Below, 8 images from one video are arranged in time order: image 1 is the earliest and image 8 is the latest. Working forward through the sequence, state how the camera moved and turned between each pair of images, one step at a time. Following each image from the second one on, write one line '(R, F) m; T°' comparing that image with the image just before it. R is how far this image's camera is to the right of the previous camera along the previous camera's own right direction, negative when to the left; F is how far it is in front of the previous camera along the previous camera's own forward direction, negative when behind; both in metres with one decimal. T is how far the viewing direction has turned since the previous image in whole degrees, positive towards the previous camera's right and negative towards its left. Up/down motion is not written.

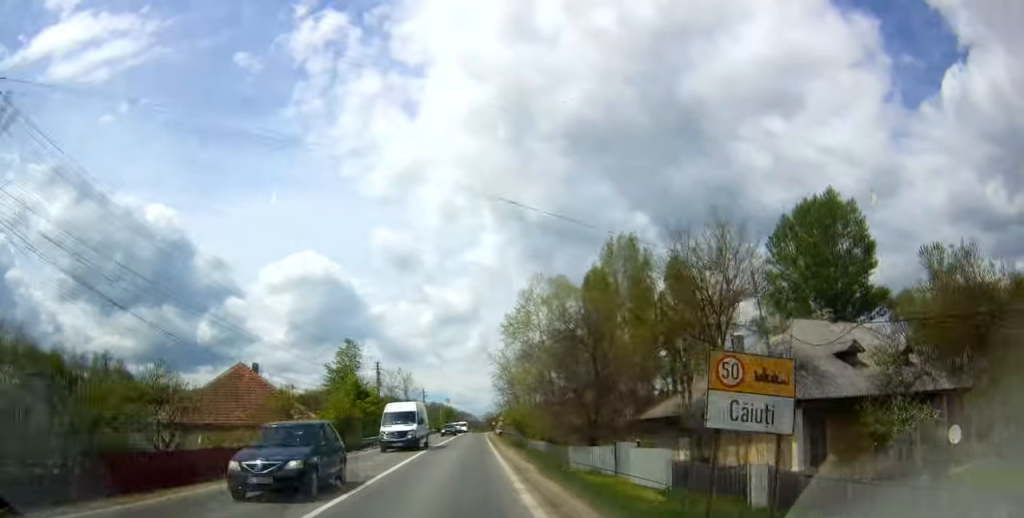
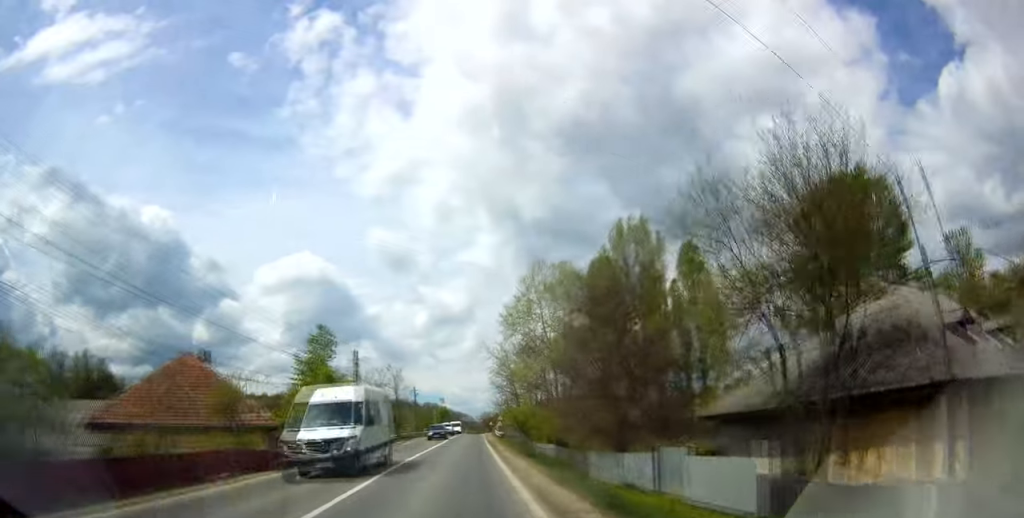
(+0.3, +8.6) m; +2°
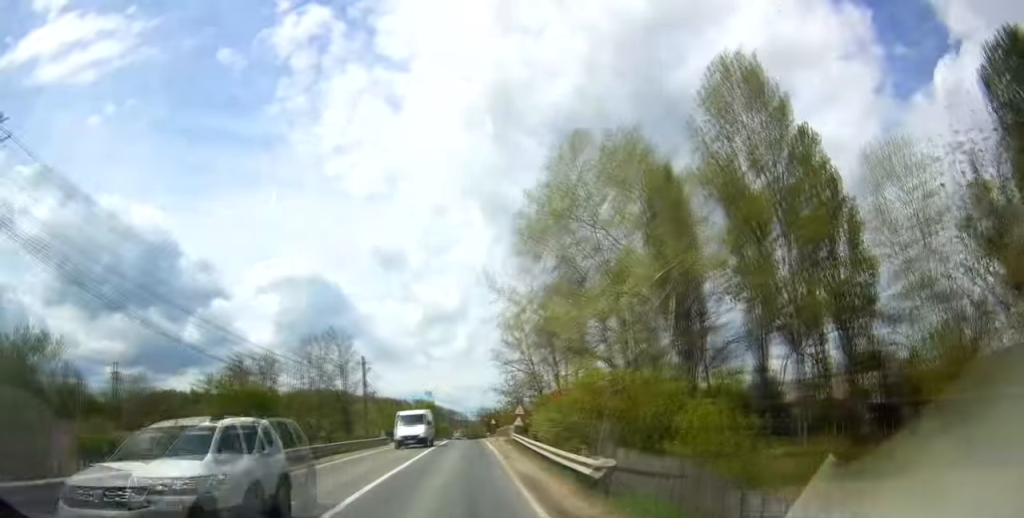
(+1.0, +38.3) m; +3°
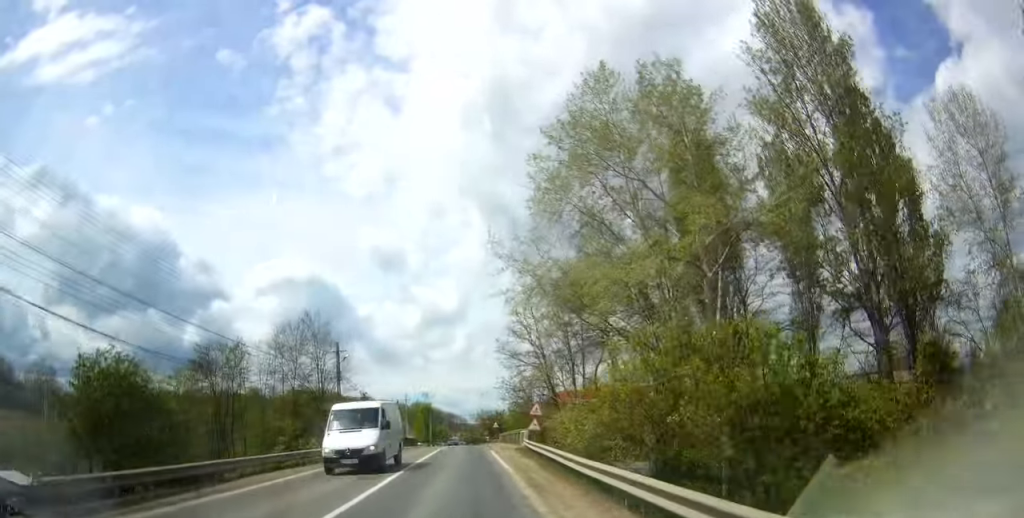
(+0.1, +10.1) m; +1°
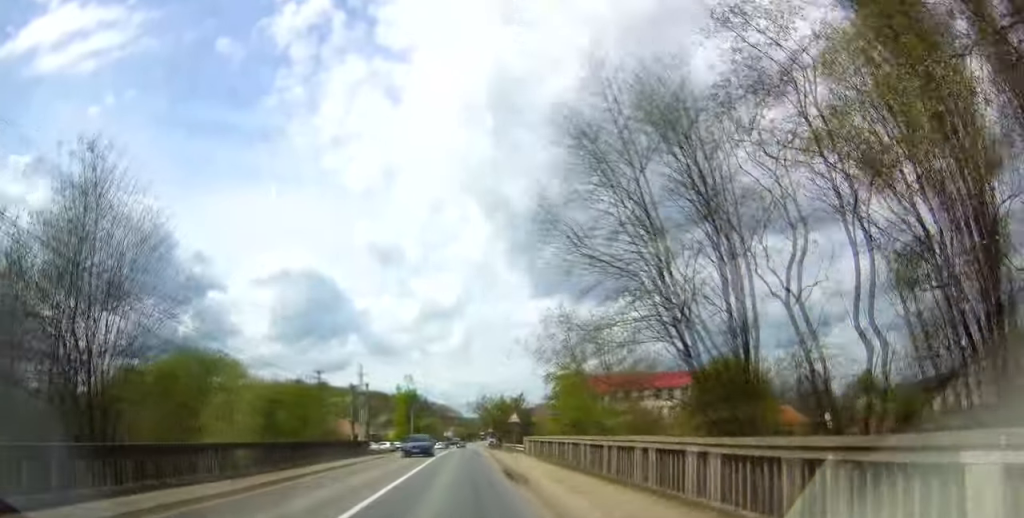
(+0.3, +34.1) m; +1°
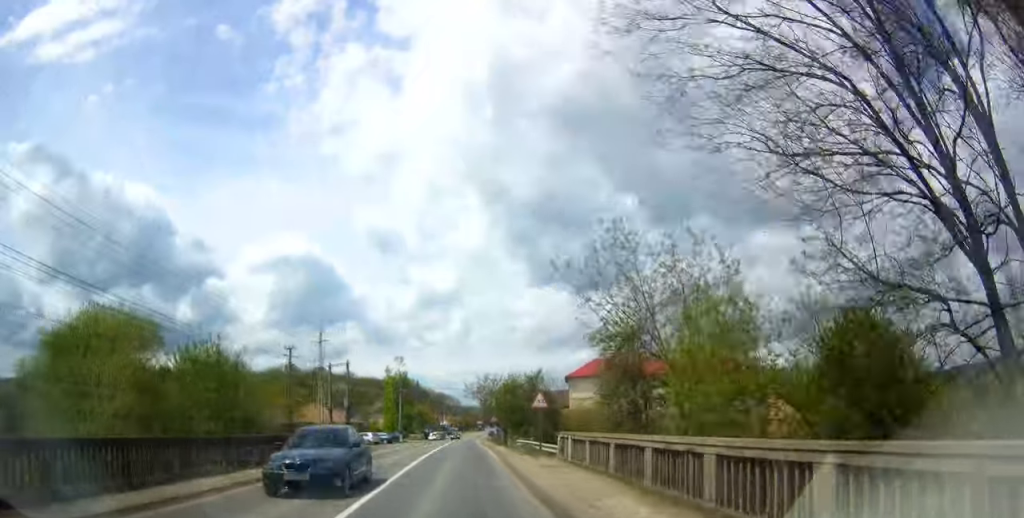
(0.0, +14.1) m; 0°
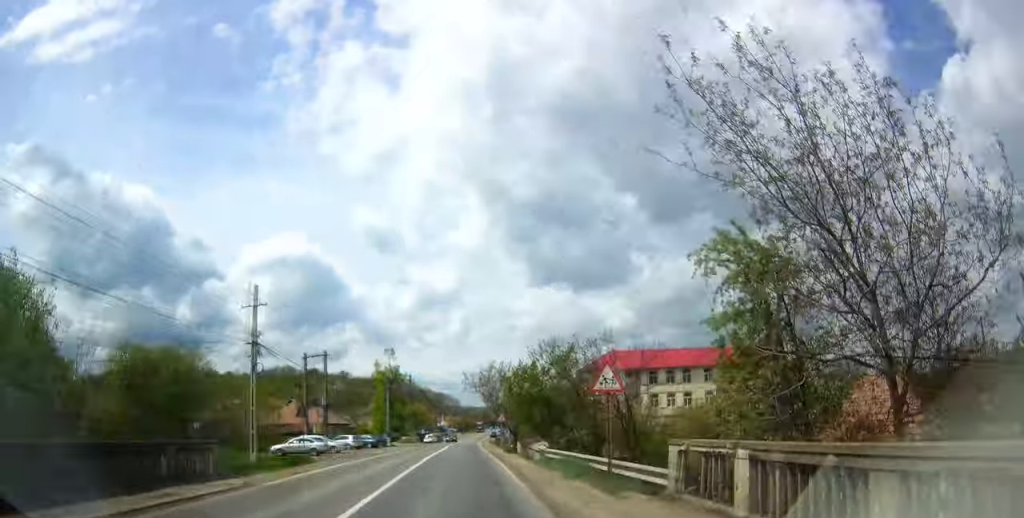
(0.0, +12.5) m; 0°
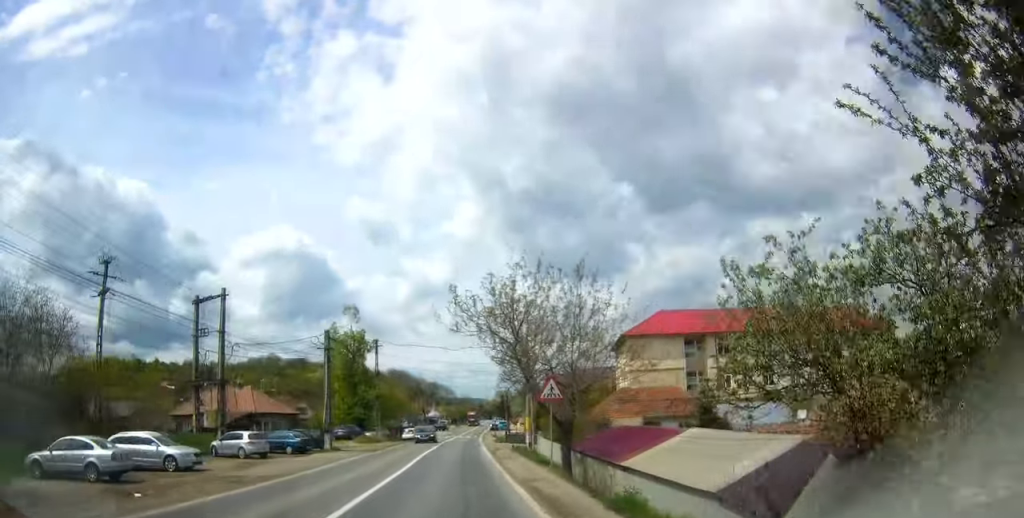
(+0.2, +27.6) m; +1°
